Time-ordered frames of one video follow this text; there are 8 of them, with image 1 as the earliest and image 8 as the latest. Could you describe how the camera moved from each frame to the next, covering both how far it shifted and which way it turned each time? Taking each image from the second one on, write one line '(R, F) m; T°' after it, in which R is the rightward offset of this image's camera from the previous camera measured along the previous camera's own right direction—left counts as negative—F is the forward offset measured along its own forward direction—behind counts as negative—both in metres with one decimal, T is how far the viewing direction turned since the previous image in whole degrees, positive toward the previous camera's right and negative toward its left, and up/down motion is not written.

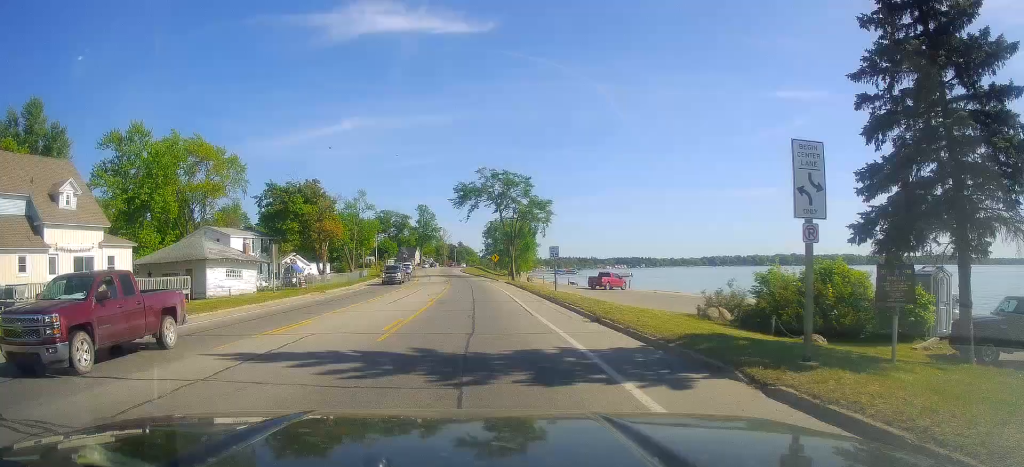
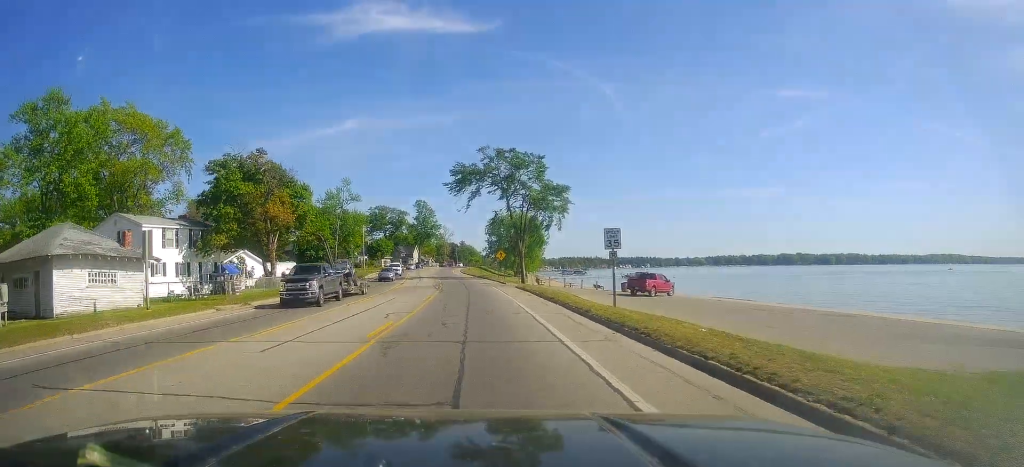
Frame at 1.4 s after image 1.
(0.0, +16.6) m; +1°
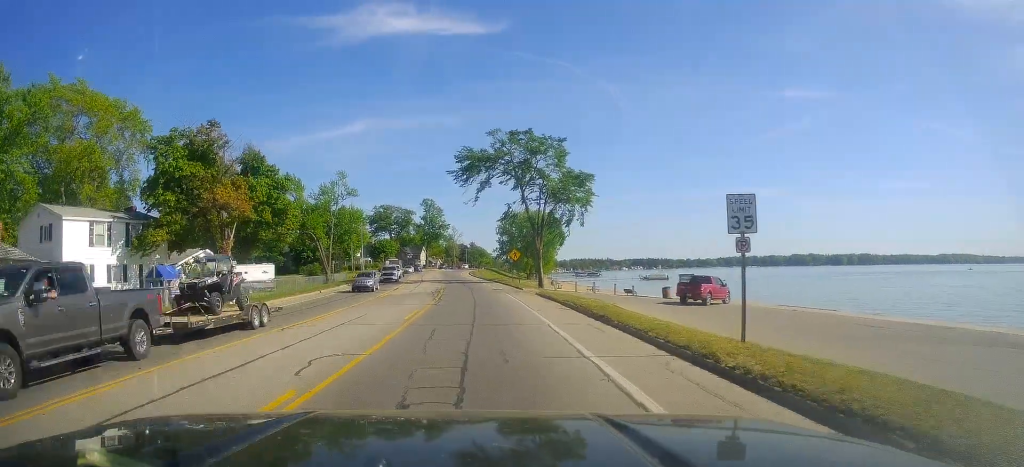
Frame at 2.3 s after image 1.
(+0.1, +10.3) m; 0°
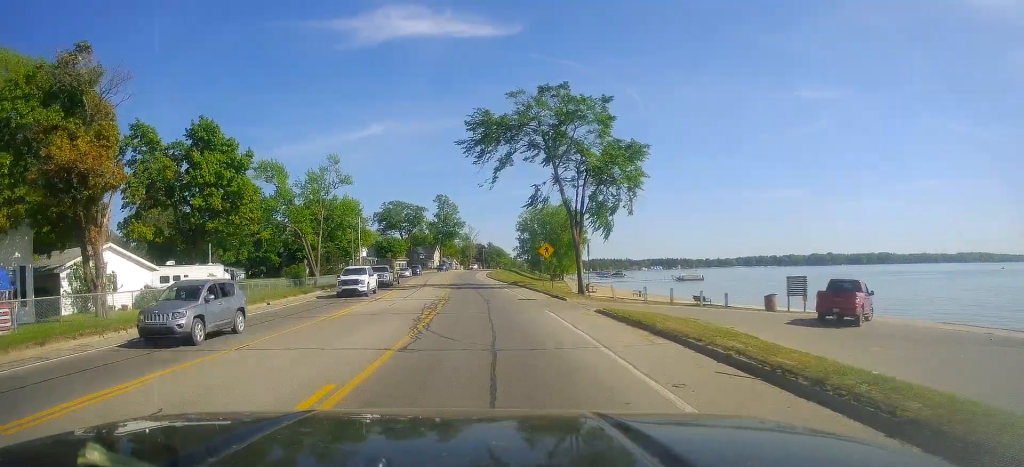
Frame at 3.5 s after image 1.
(-0.4, +15.5) m; -3°
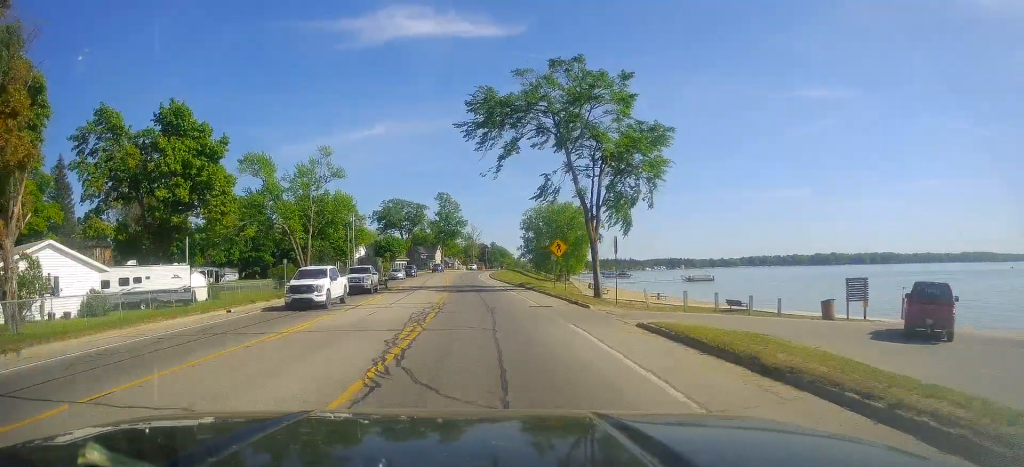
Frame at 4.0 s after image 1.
(-0.1, +5.8) m; 0°
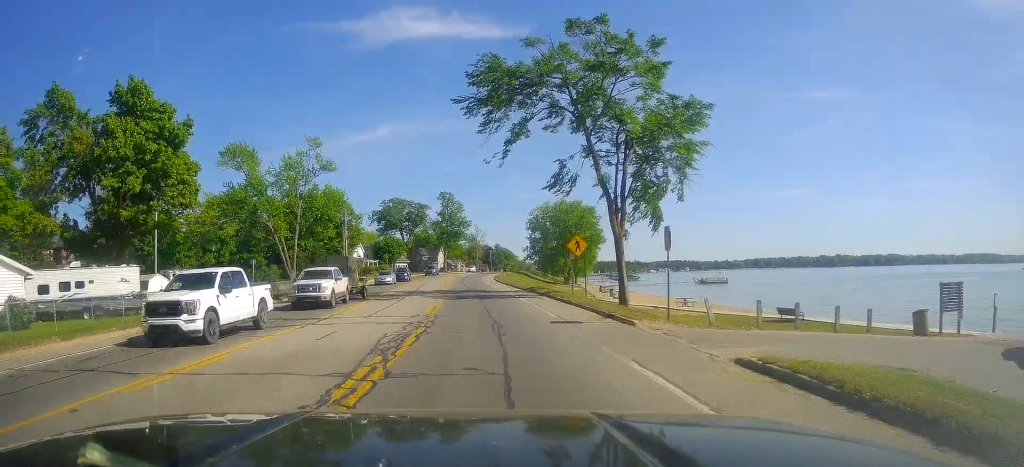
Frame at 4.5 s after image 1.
(-0.1, +6.7) m; 0°
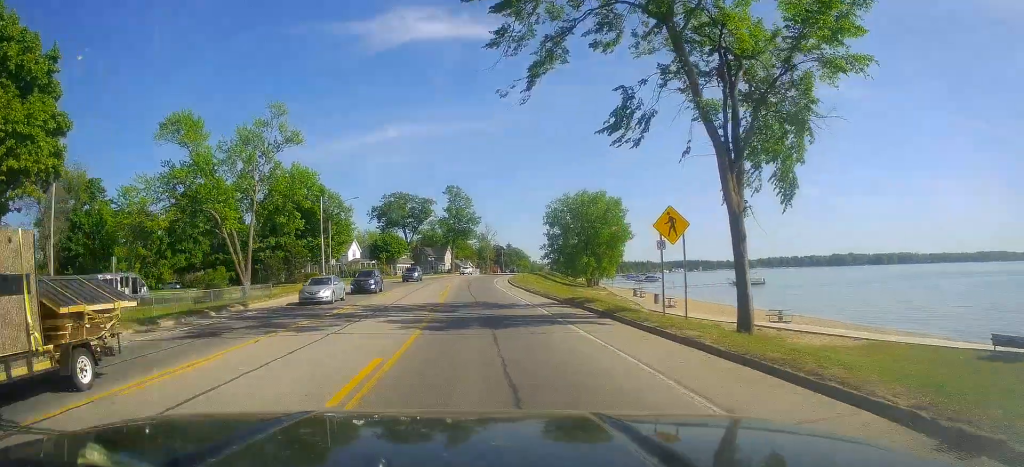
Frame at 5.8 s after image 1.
(+0.3, +15.9) m; -1°
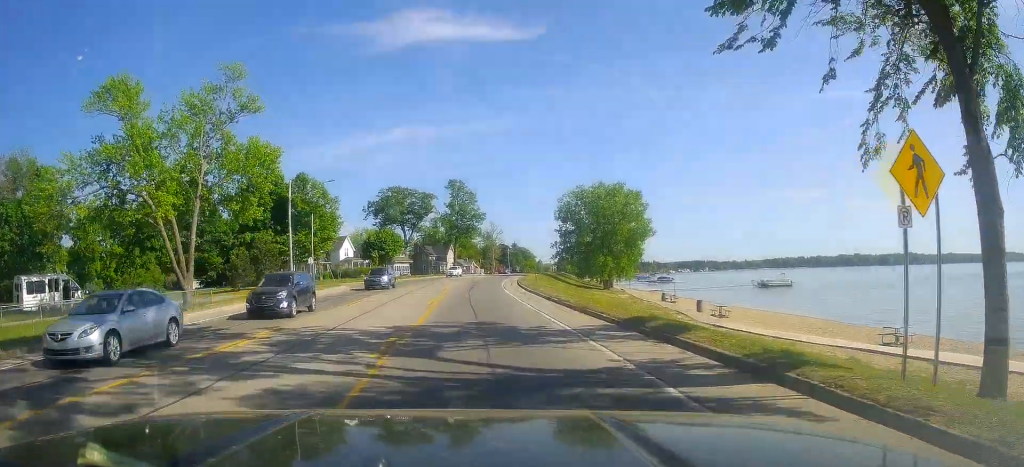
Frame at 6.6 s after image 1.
(-0.4, +11.3) m; -1°
